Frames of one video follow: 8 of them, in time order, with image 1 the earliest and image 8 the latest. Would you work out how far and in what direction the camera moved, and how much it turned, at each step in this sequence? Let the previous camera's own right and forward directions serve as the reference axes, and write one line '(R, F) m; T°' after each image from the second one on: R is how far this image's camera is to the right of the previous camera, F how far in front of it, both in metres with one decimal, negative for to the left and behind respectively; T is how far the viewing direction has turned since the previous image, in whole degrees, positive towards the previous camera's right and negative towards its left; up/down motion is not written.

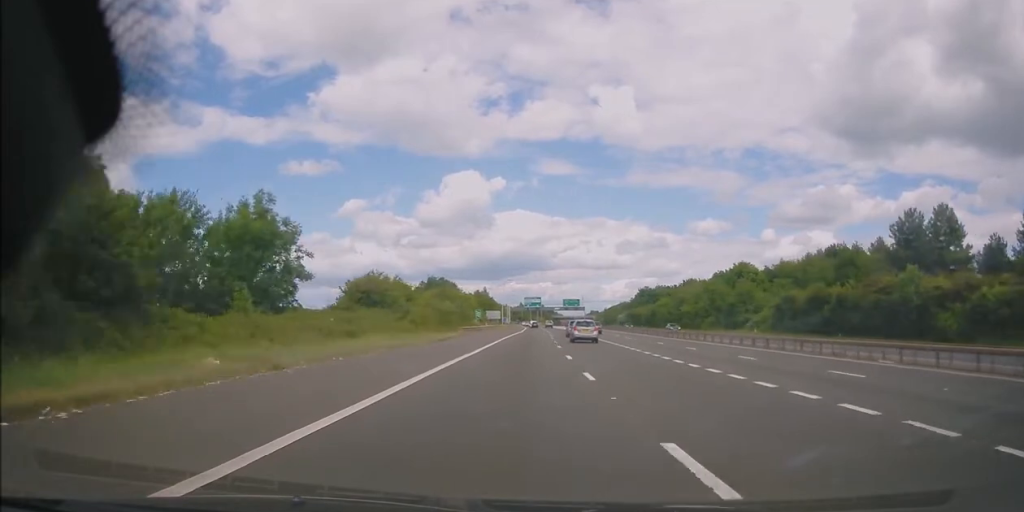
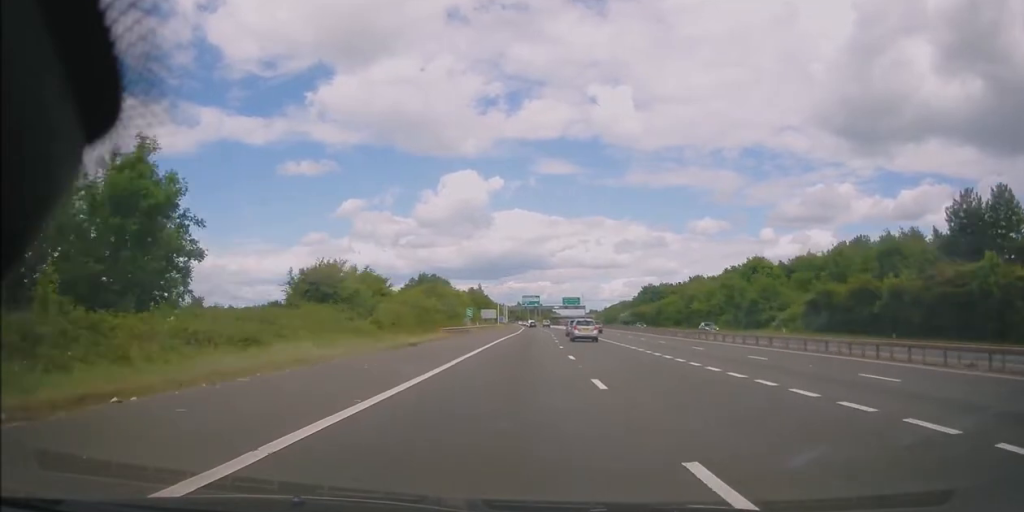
(-0.2, +10.2) m; 0°
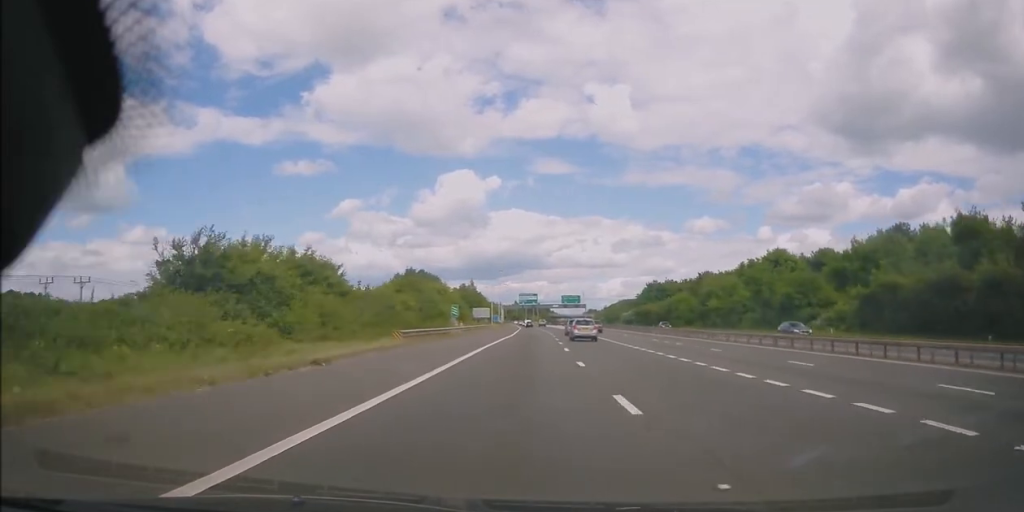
(-0.3, +12.7) m; 0°
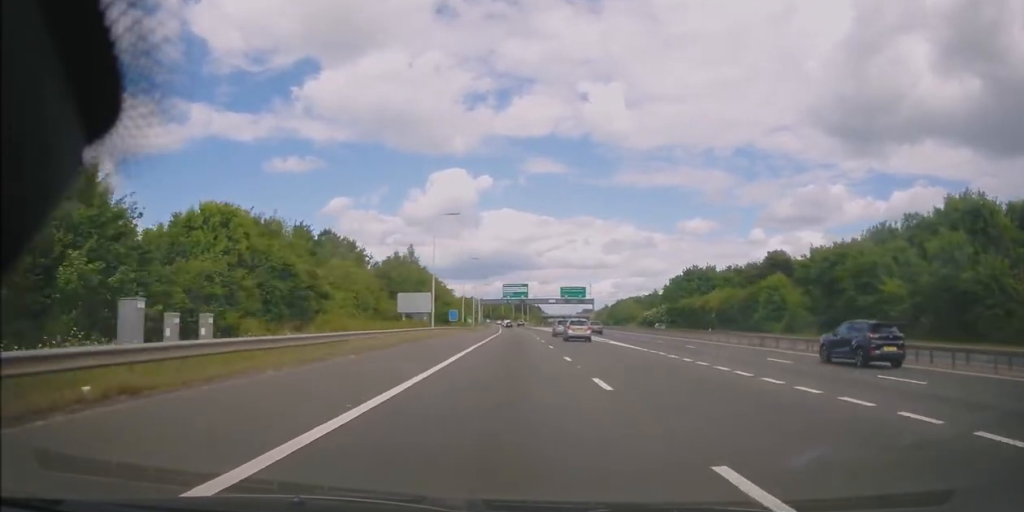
(+1.1, +57.9) m; 0°
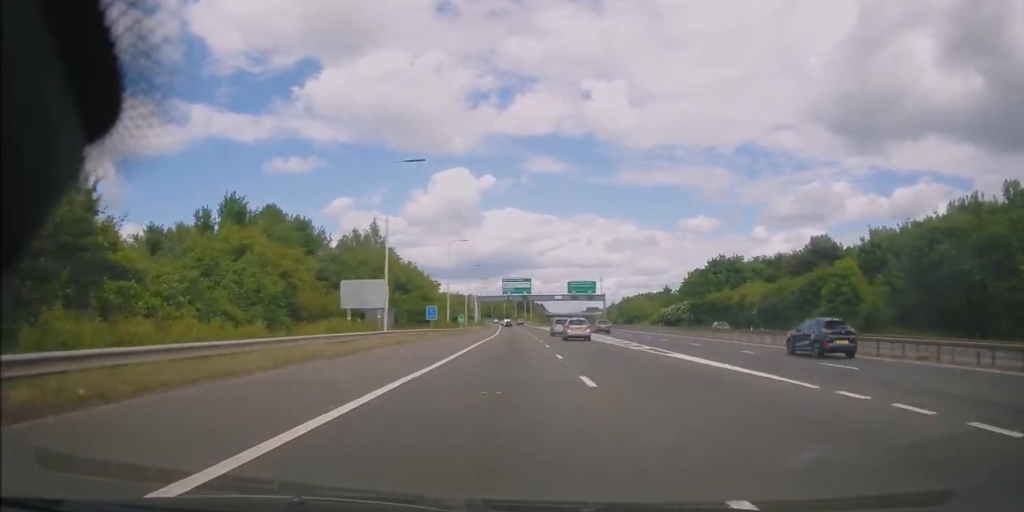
(-0.4, +17.8) m; 0°
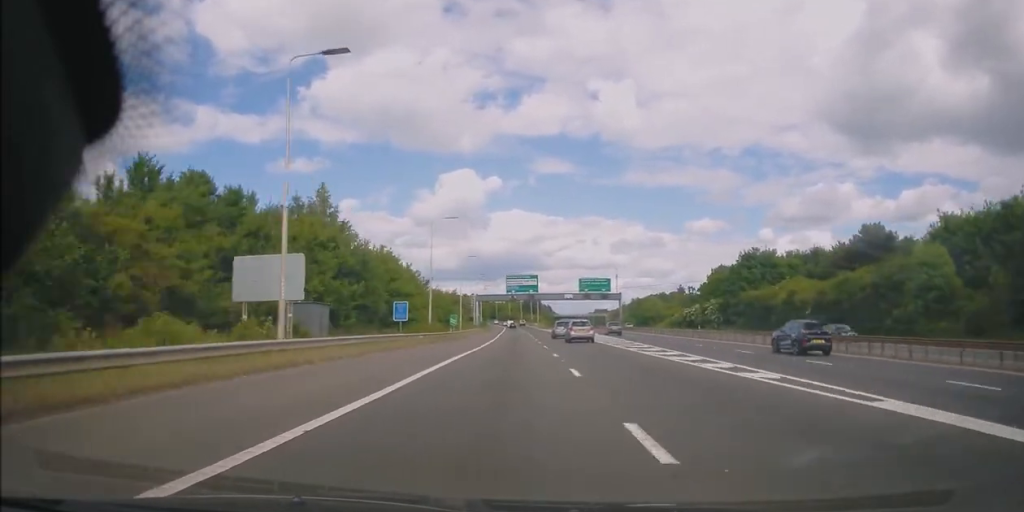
(+0.2, +15.2) m; 0°
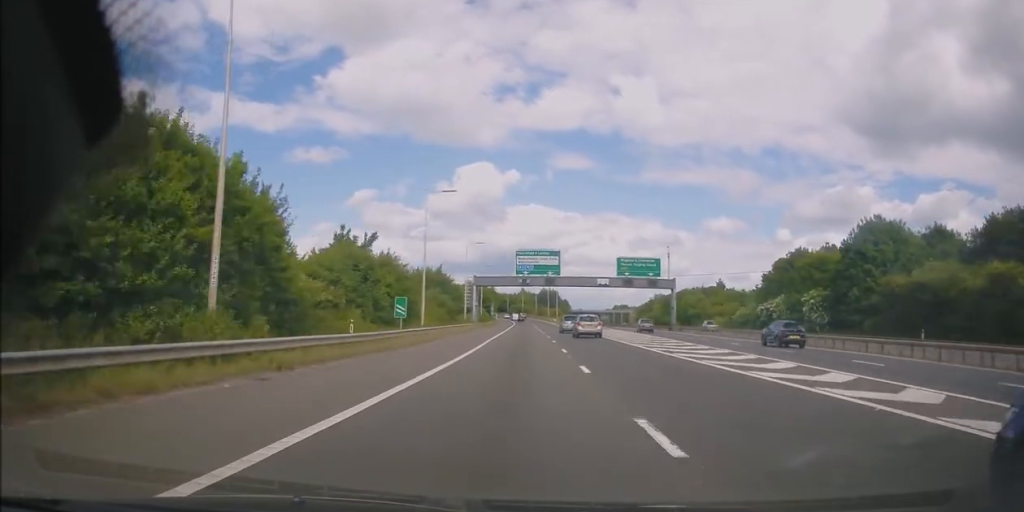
(-0.3, +36.4) m; -1°
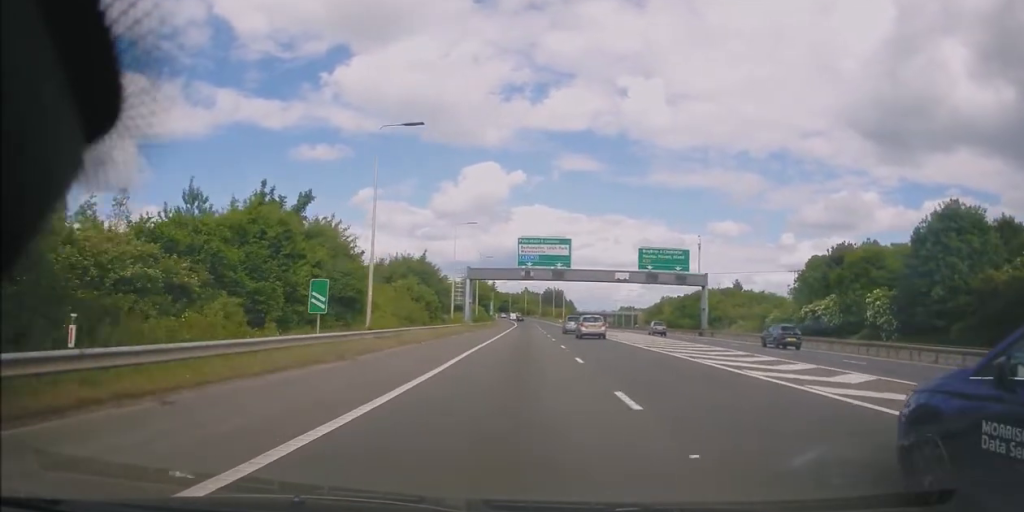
(-0.1, +15.1) m; 0°
